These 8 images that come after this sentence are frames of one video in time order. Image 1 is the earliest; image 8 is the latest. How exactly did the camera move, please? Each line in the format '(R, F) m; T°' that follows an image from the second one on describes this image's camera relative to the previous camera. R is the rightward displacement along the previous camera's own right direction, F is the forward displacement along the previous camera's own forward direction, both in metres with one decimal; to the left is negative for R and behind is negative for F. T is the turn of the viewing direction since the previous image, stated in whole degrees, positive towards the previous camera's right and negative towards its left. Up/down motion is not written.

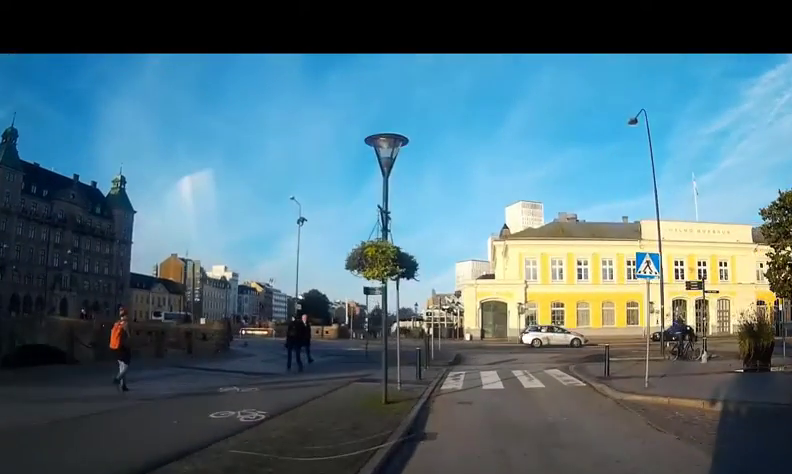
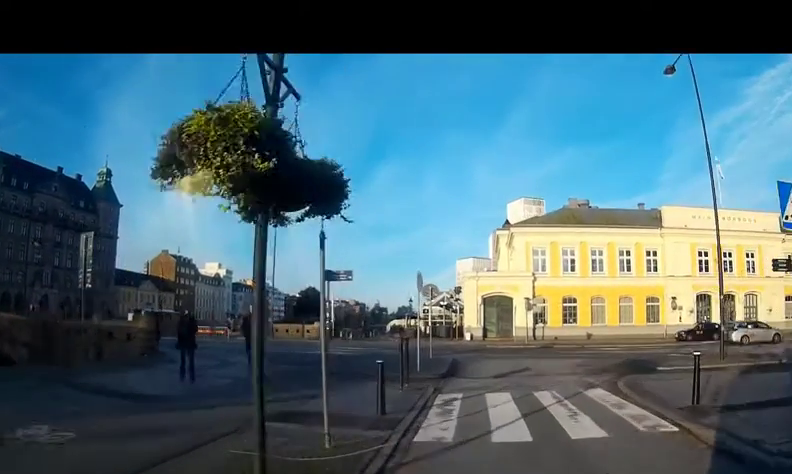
(-0.1, +6.2) m; 0°
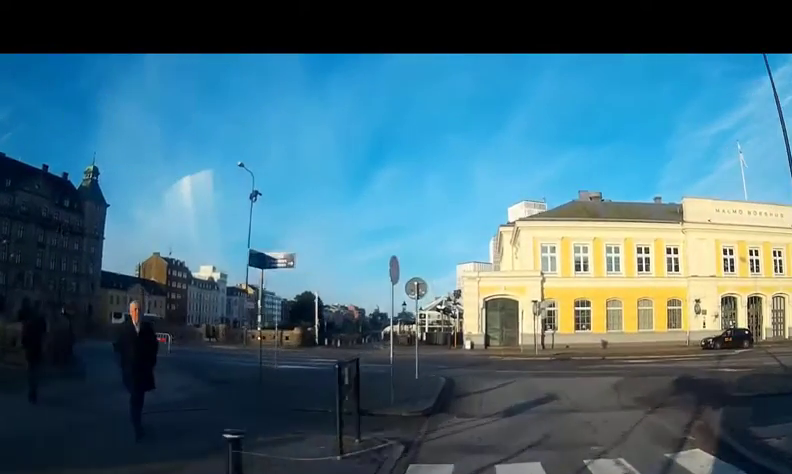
(0.0, +5.9) m; +1°
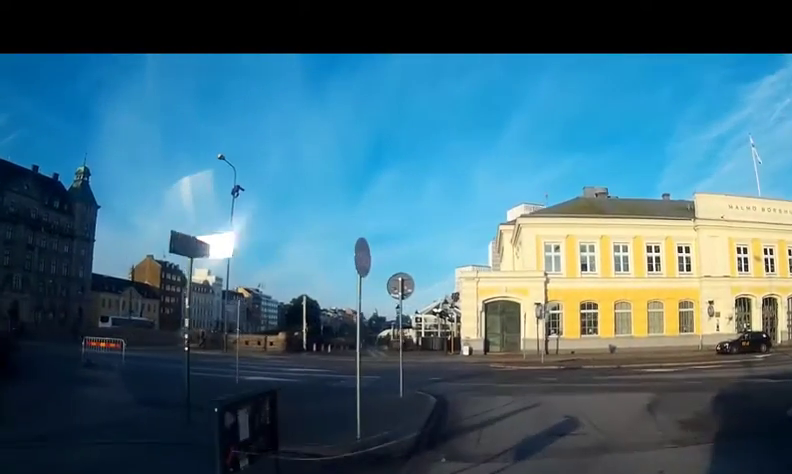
(+0.1, +3.4) m; +1°
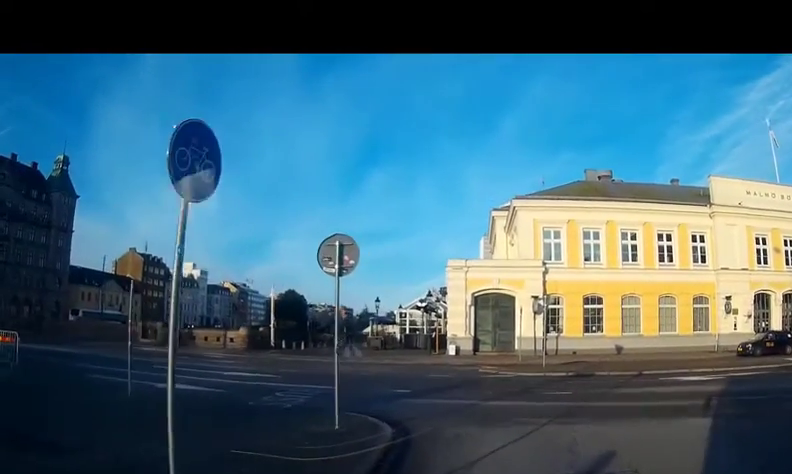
(-0.1, +5.4) m; +2°
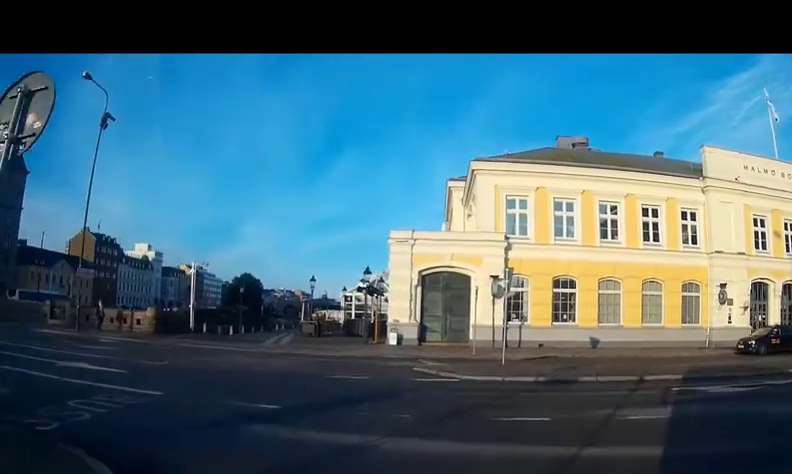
(+0.4, +6.2) m; +7°
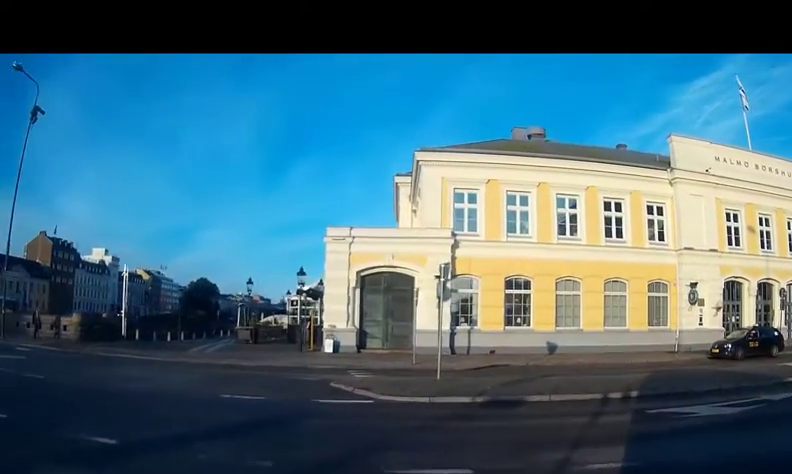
(-0.1, +2.8) m; +7°
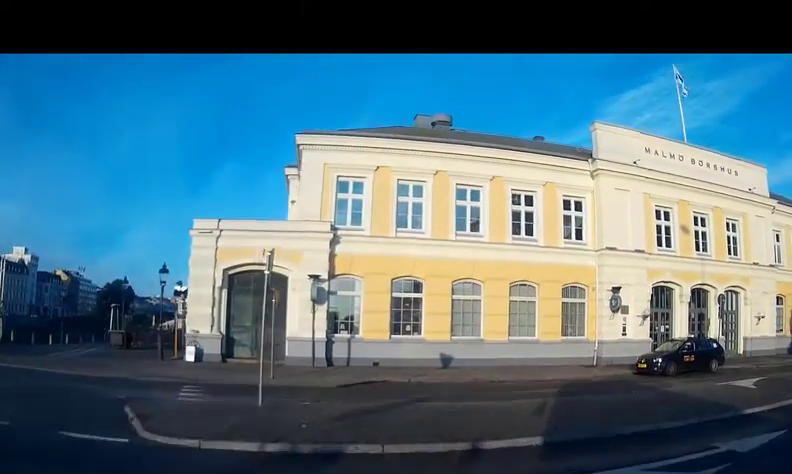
(+0.5, +4.1) m; +13°
